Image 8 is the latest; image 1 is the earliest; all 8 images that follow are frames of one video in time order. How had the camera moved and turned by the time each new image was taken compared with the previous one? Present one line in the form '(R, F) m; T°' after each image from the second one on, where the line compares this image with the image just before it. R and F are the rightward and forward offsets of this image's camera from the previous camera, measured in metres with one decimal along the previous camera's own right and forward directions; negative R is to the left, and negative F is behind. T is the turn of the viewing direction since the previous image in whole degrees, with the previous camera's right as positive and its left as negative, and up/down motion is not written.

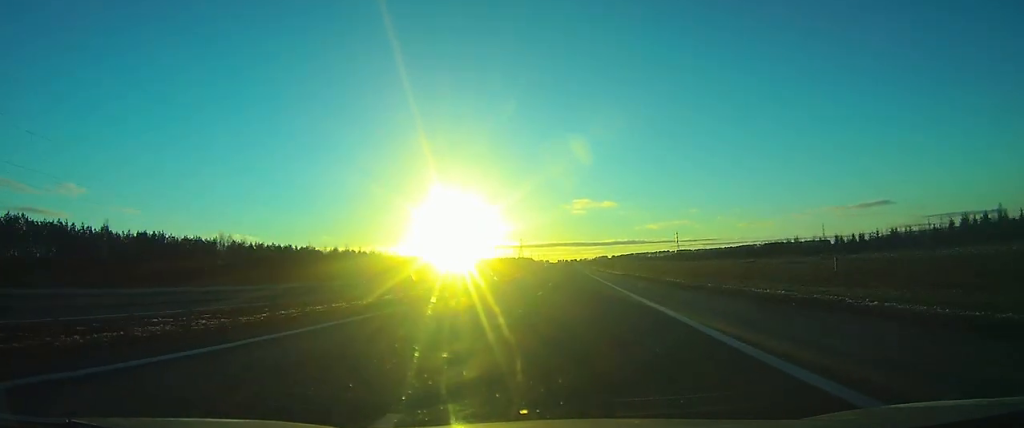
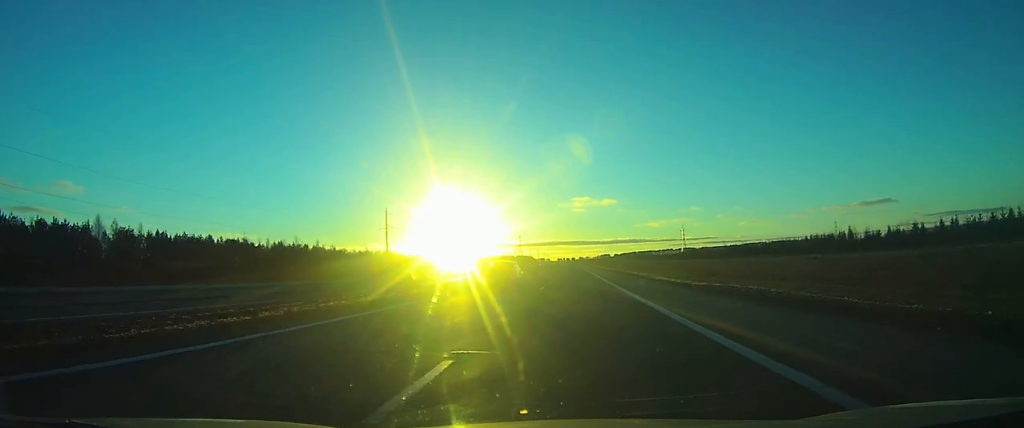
(0.0, +45.5) m; 0°
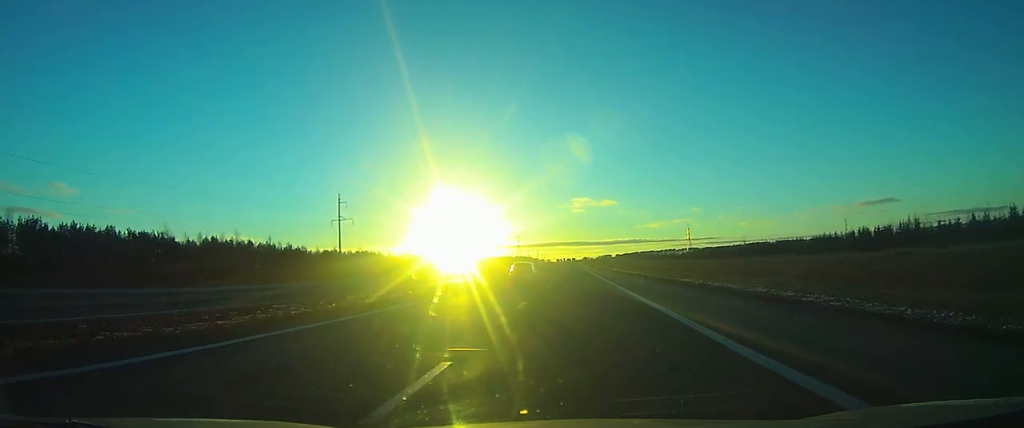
(-0.1, +35.6) m; 0°
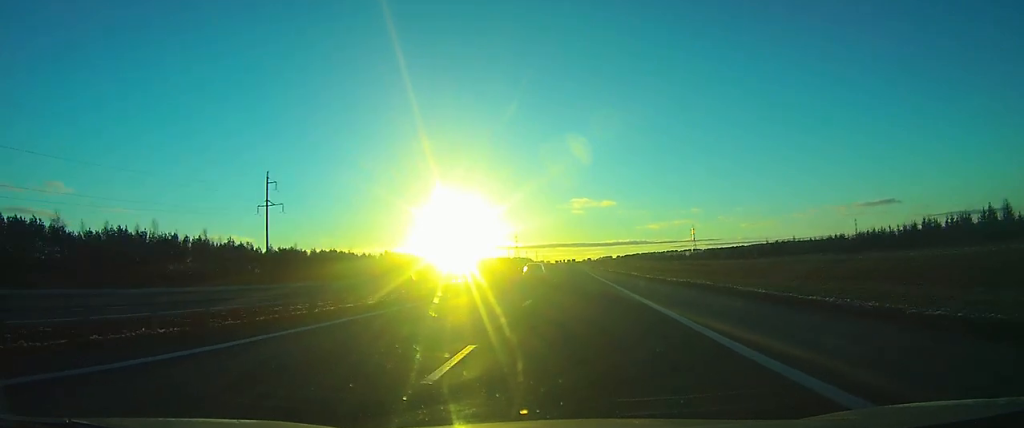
(0.0, +32.9) m; 0°
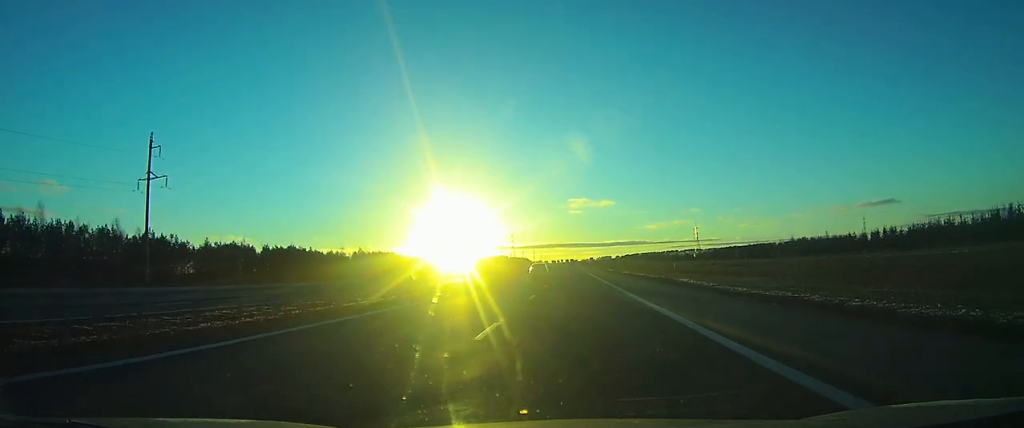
(+0.1, +30.9) m; 0°
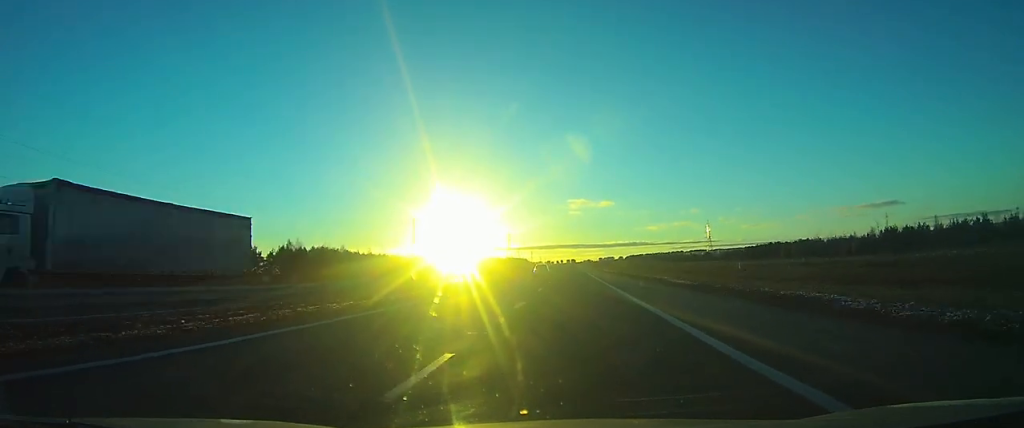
(+0.1, +64.4) m; 0°
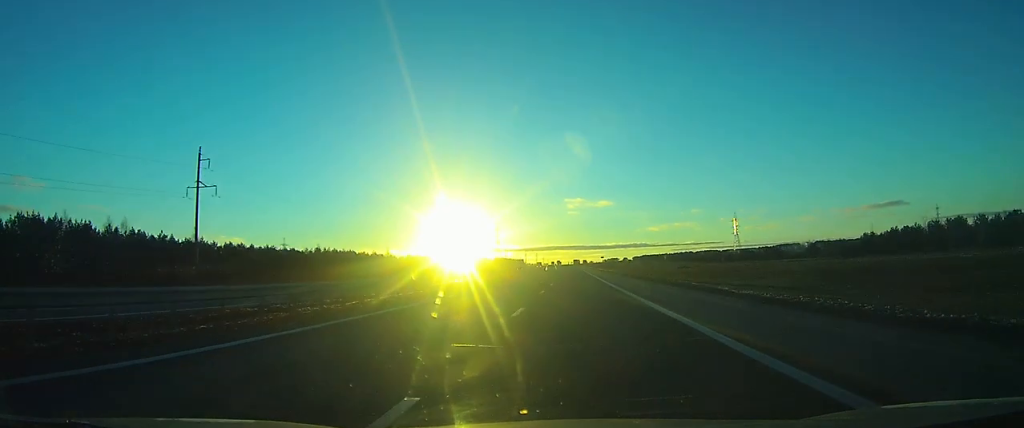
(-0.7, +123.3) m; 0°
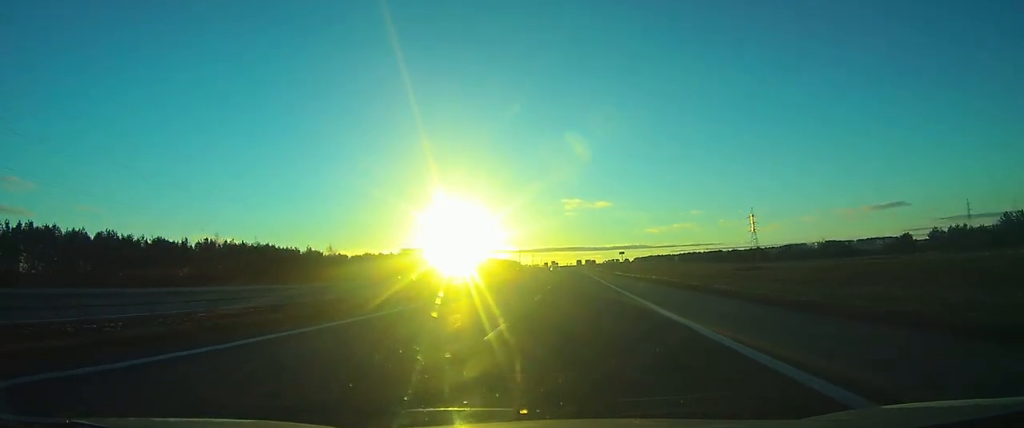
(+0.2, +61.3) m; 0°
